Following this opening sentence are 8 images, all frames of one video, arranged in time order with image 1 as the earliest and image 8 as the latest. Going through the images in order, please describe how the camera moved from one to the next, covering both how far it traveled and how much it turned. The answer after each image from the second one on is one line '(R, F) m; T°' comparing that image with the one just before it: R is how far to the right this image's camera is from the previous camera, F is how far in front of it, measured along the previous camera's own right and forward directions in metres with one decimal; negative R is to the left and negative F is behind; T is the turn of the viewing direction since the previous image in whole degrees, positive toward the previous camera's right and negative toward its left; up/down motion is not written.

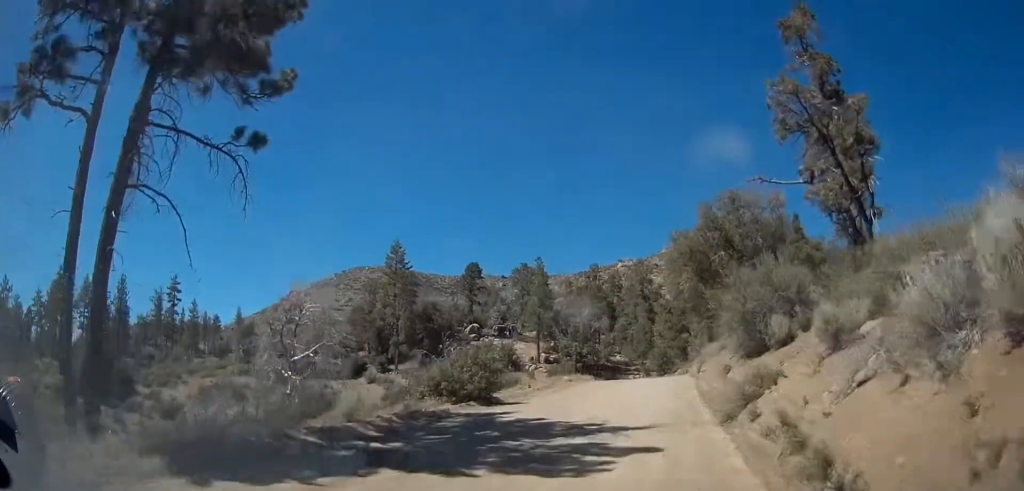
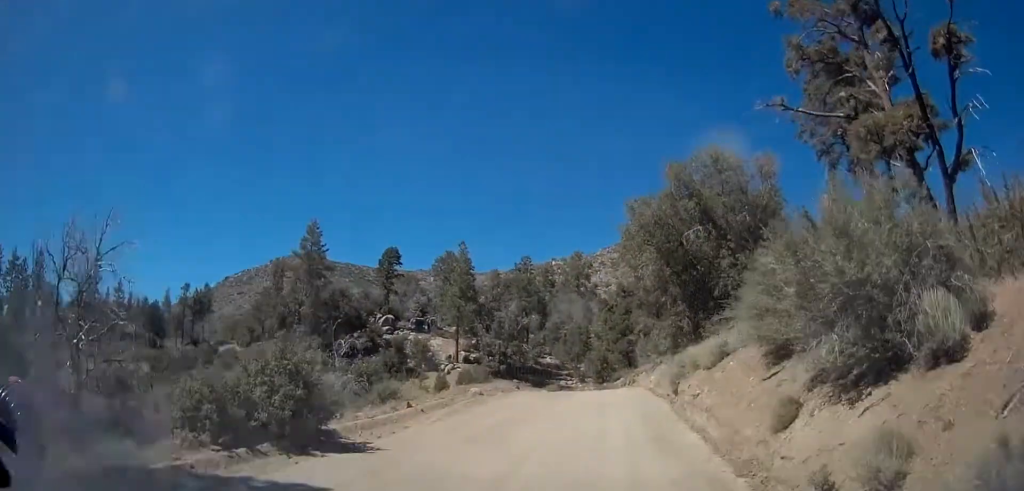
(0.0, +9.6) m; +1°
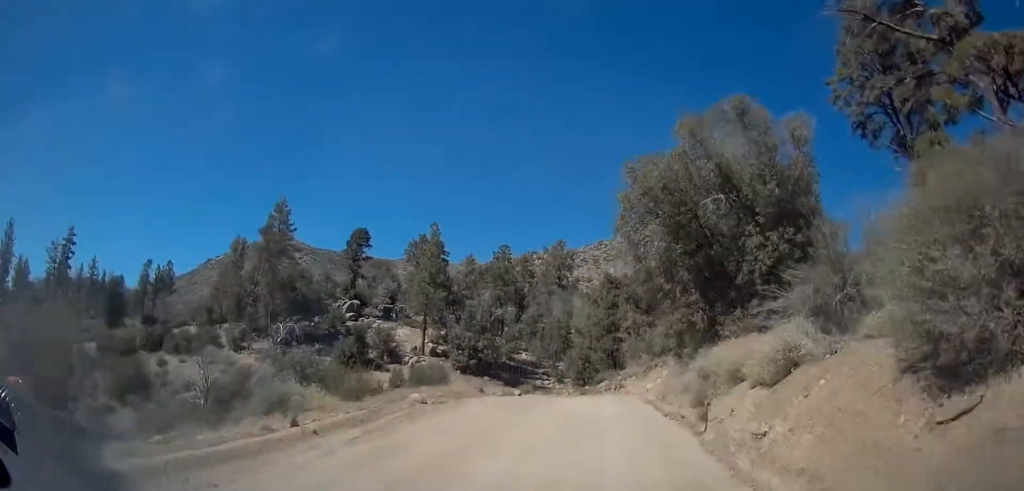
(0.0, +6.0) m; +6°
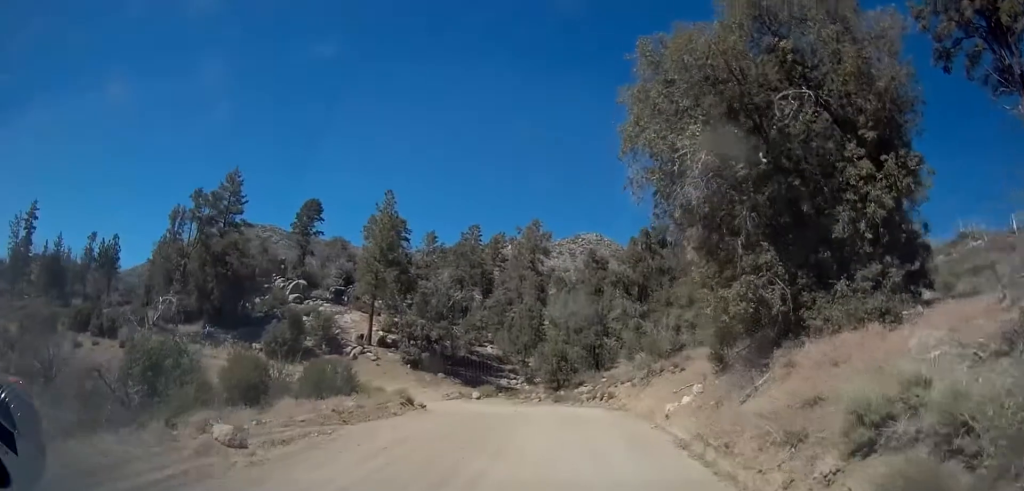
(+1.0, +8.9) m; +7°
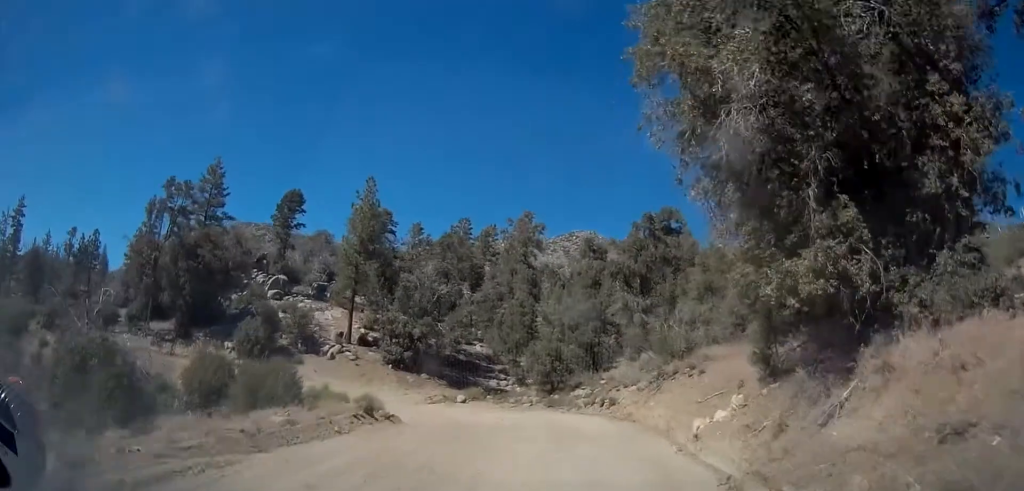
(0.0, +3.6) m; 0°
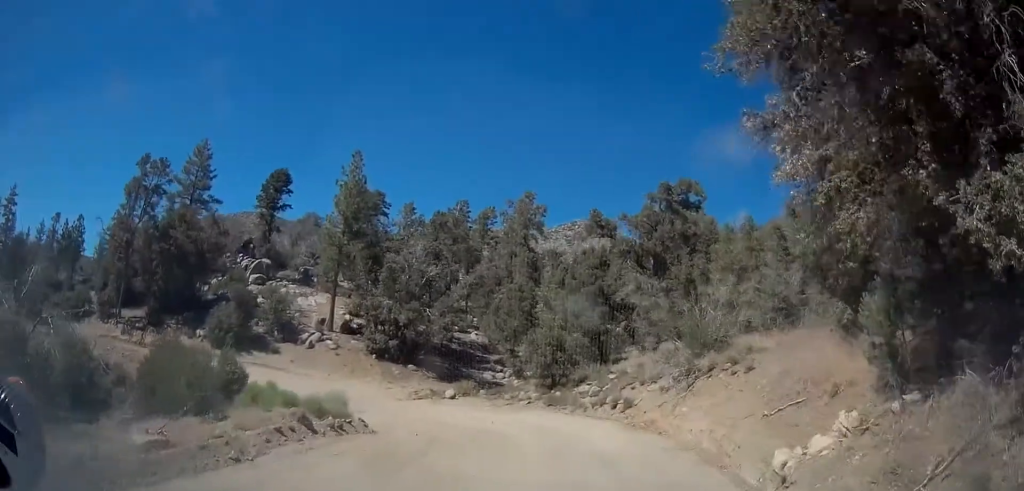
(0.0, +4.2) m; 0°
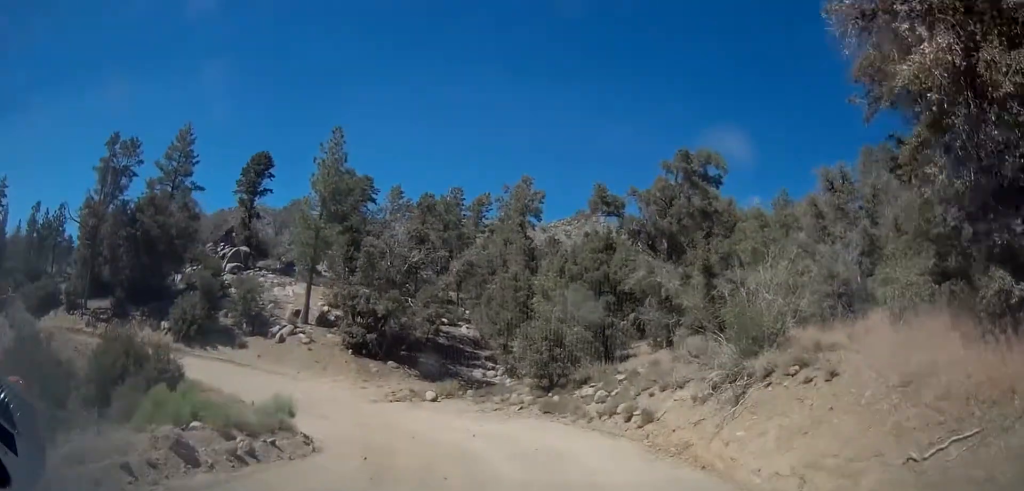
(0.0, +4.3) m; -2°
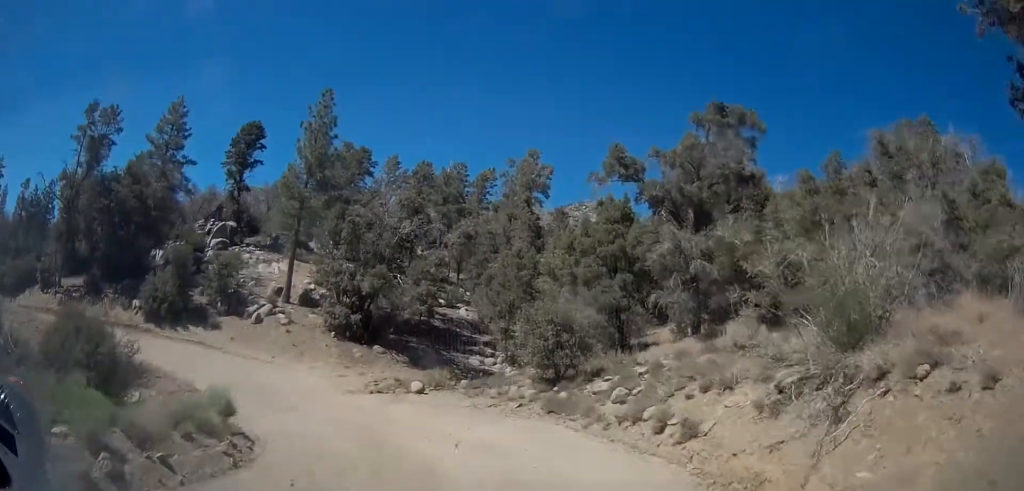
(+0.2, +3.7) m; -4°
